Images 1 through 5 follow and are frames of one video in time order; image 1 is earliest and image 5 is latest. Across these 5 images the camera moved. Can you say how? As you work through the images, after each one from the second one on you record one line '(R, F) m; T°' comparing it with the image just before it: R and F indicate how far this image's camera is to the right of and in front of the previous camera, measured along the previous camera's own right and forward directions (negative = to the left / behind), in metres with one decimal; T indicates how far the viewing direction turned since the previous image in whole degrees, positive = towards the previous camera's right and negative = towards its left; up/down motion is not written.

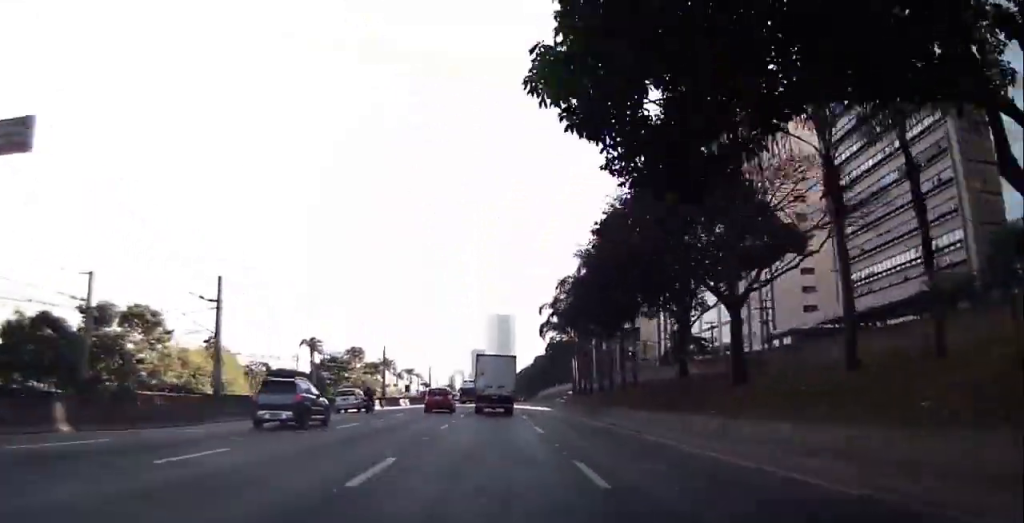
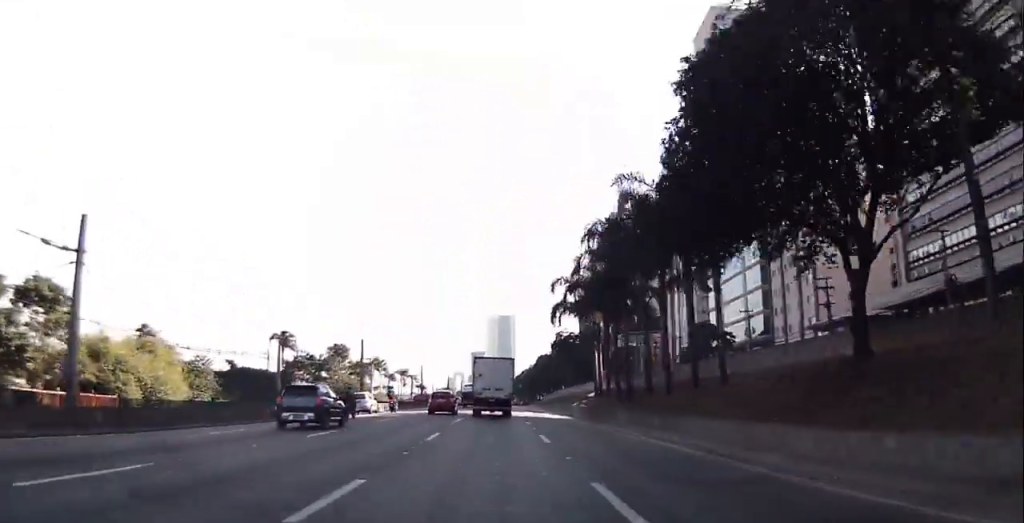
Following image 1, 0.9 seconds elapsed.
(0.0, +14.8) m; -1°
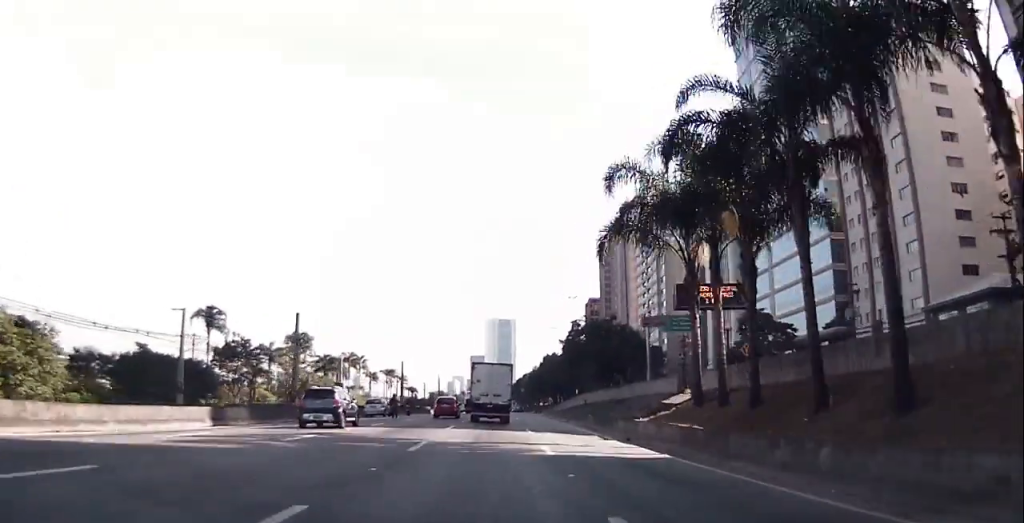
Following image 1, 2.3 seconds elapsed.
(0.0, +25.6) m; 0°
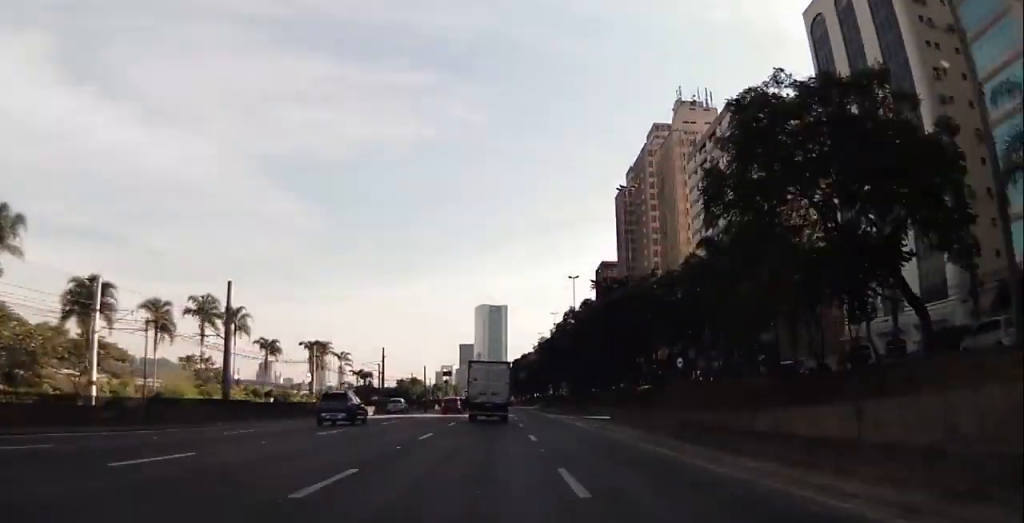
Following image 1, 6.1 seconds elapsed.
(+0.3, +67.8) m; +1°
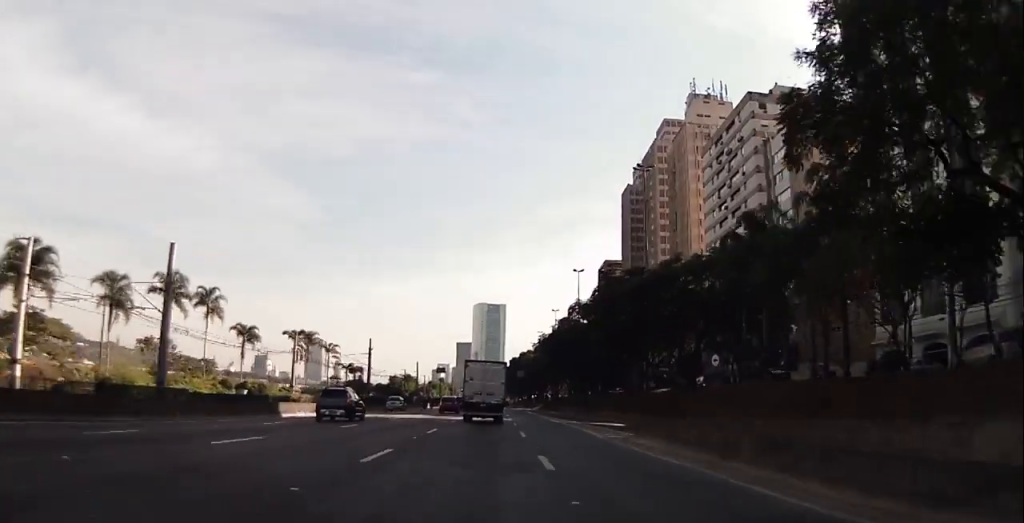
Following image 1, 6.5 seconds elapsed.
(-0.1, +8.0) m; 0°
